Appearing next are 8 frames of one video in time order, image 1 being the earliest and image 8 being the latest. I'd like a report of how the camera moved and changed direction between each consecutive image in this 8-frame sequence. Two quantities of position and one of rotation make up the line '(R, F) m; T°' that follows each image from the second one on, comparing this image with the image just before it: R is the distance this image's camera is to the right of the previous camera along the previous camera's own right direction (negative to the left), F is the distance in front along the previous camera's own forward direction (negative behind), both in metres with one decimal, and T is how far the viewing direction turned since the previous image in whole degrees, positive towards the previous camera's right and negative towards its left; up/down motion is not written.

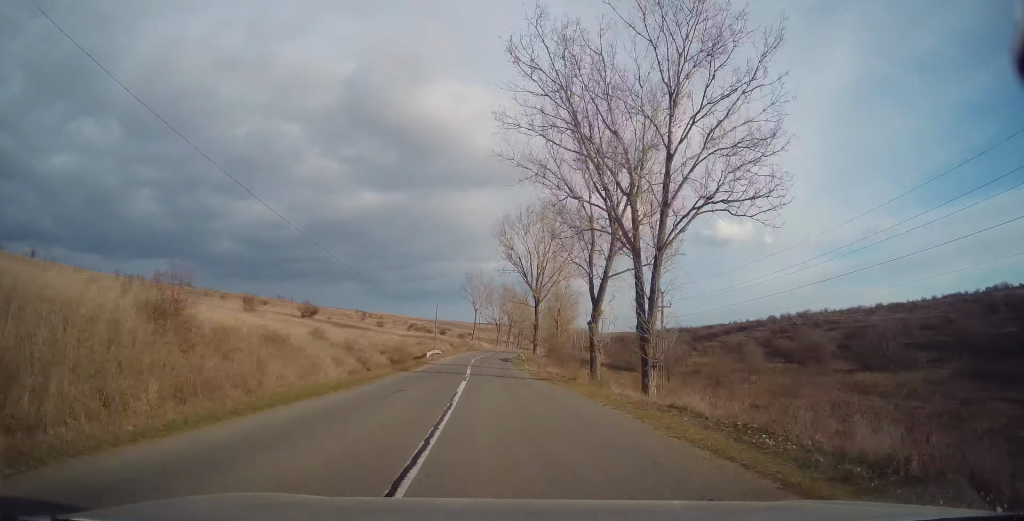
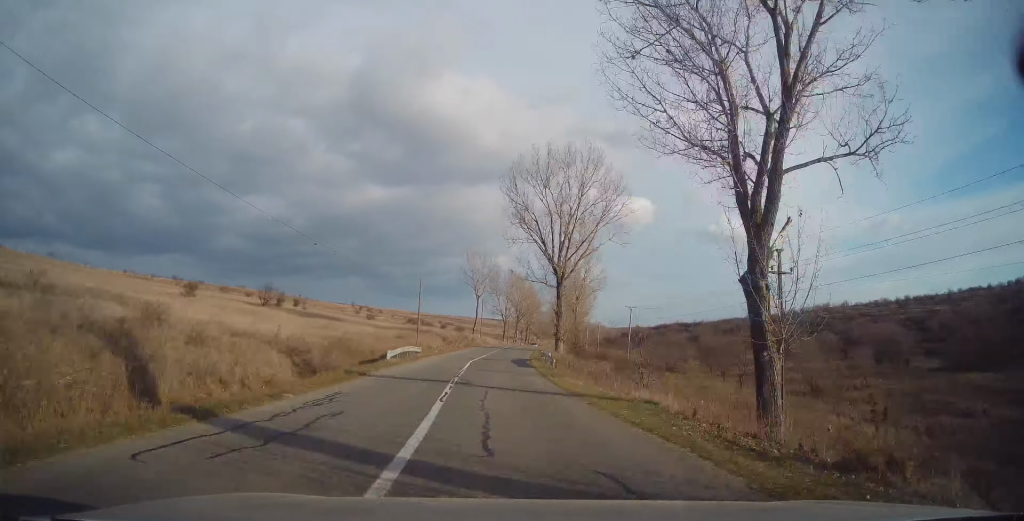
(-0.4, +21.4) m; 0°
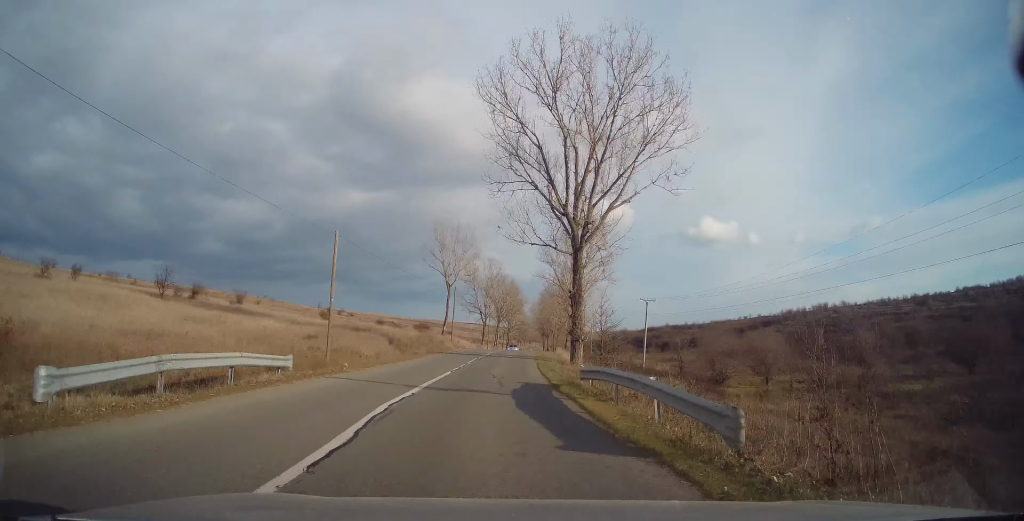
(+0.2, +22.0) m; +2°
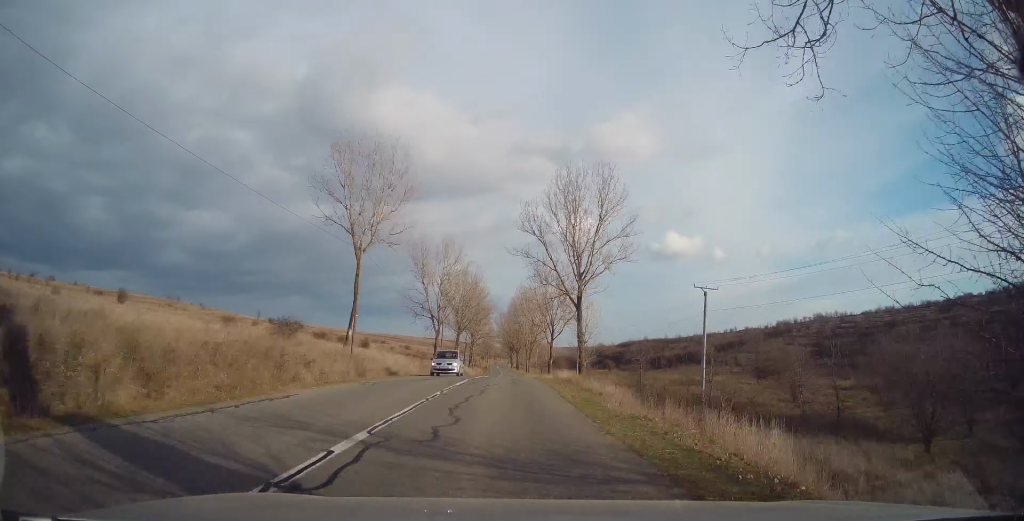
(+0.9, +32.6) m; +3°
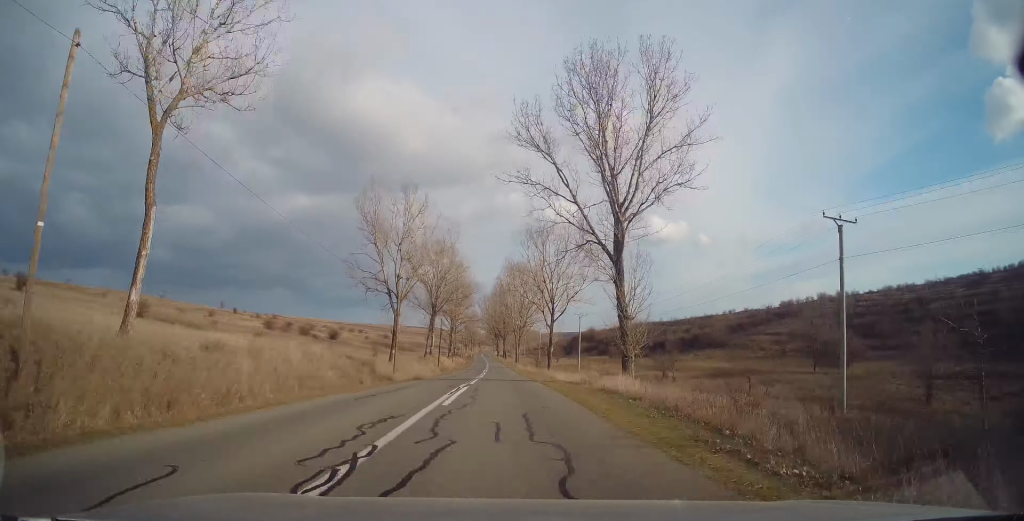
(+0.3, +21.6) m; +3°
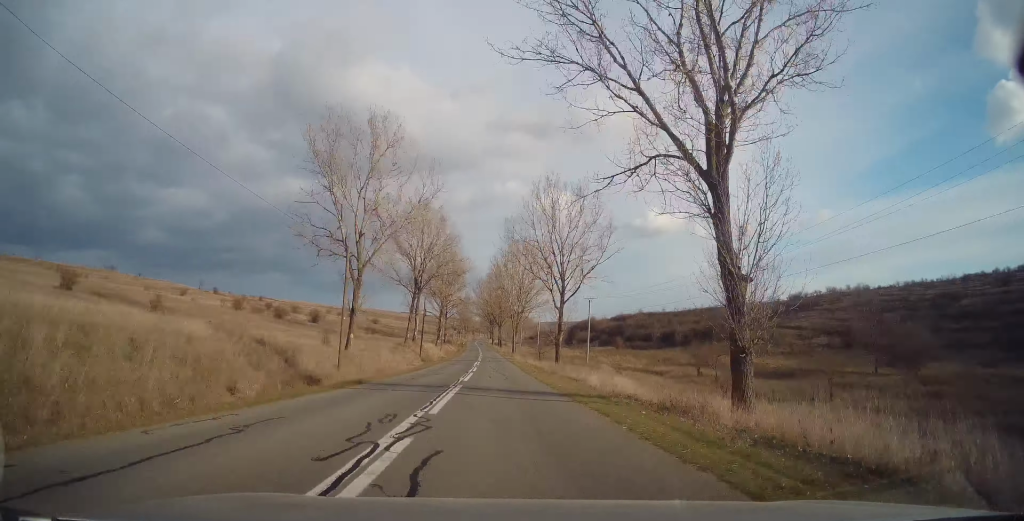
(+0.3, +14.0) m; +1°
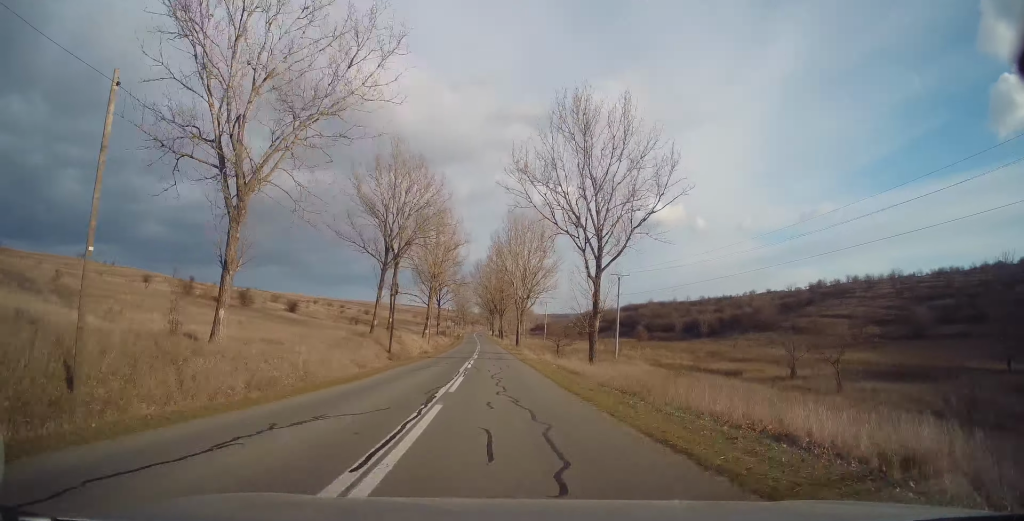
(+0.4, +18.2) m; 0°
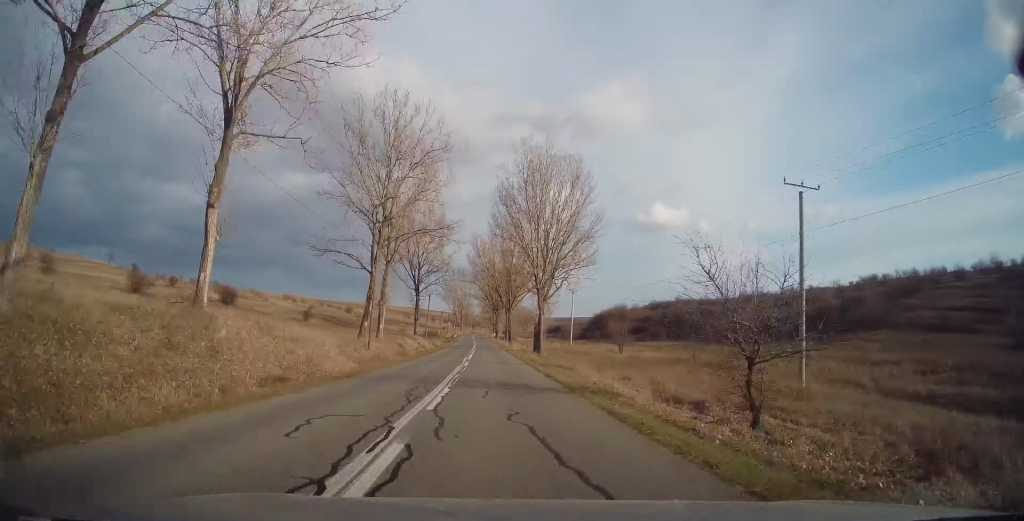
(-0.4, +38.7) m; 0°
